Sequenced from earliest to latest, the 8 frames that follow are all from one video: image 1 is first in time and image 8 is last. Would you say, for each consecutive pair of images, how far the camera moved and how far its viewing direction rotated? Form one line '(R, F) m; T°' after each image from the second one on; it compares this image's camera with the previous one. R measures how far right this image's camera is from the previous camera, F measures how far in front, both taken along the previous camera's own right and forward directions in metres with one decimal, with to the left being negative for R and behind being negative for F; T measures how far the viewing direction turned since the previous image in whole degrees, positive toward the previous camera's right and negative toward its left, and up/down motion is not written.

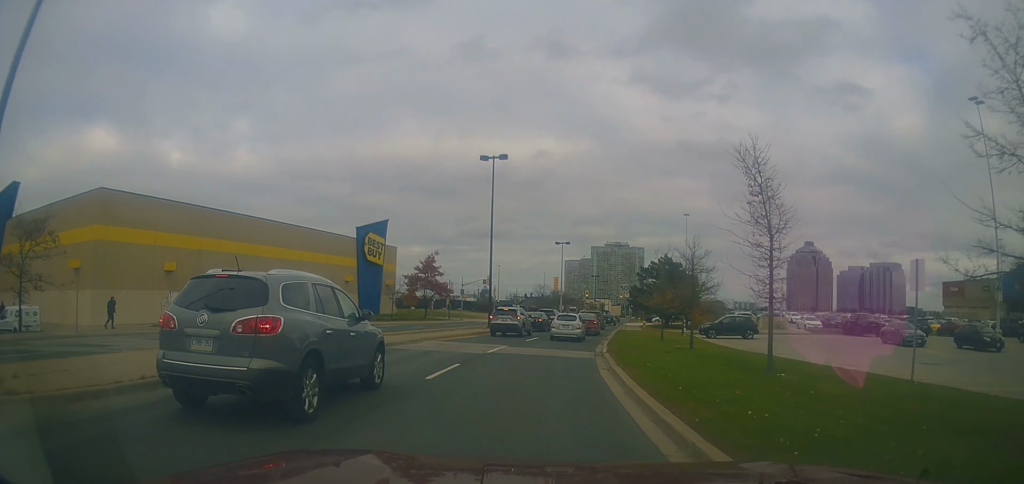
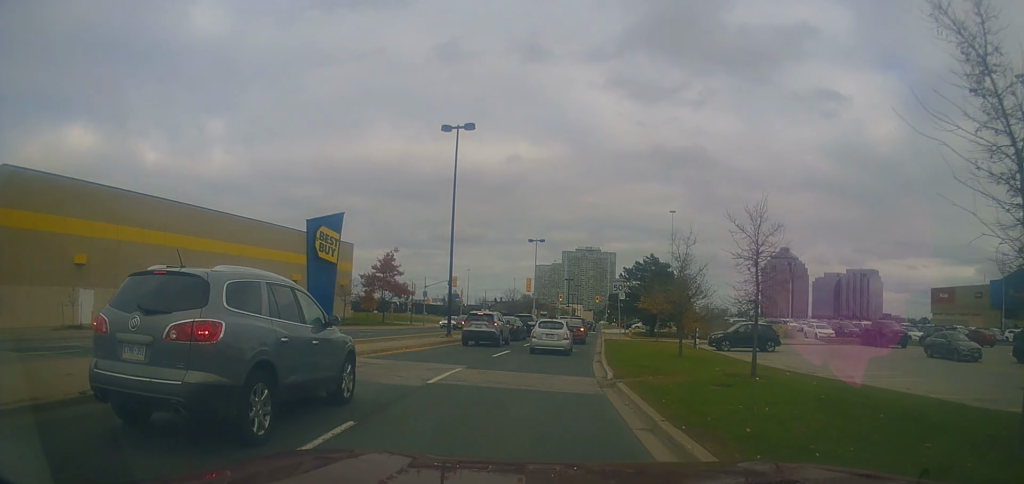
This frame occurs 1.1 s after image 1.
(+0.1, +8.1) m; +2°
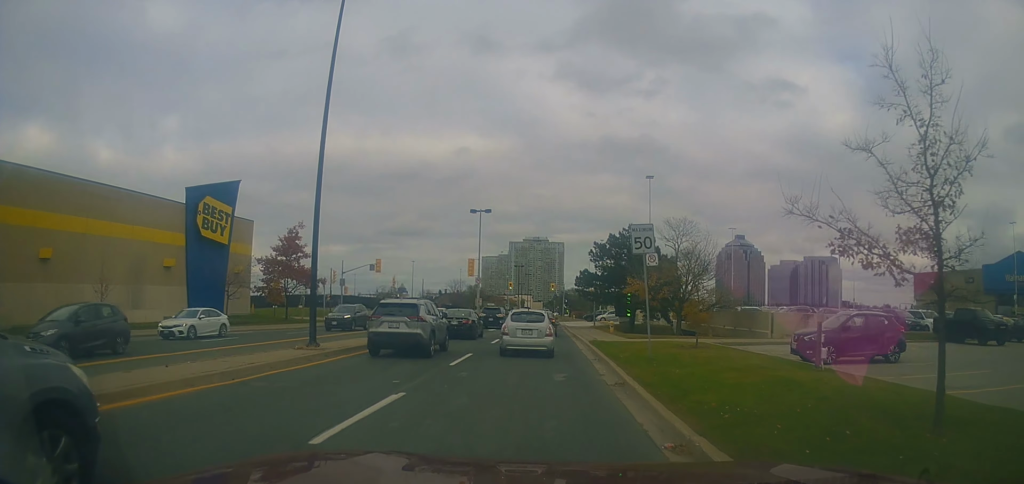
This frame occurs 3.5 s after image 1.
(+1.8, +15.7) m; +11°
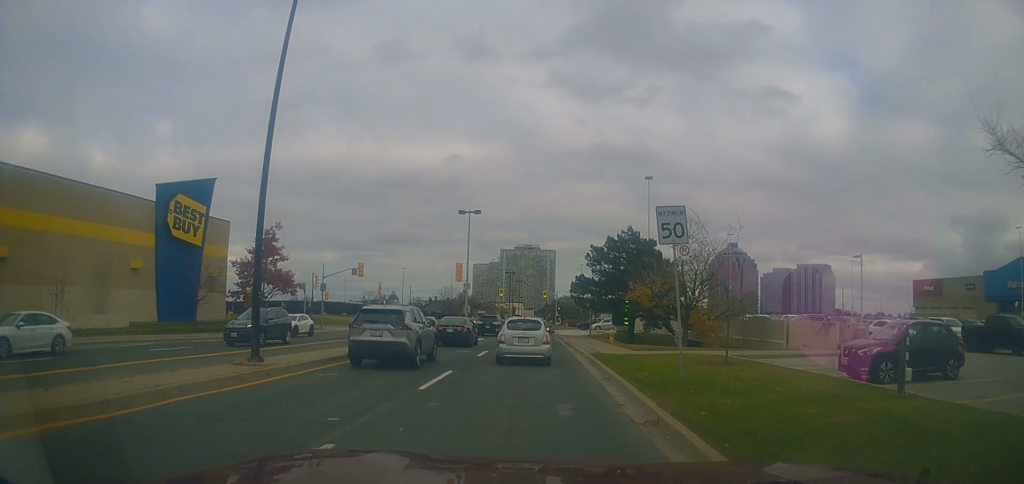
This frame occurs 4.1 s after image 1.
(0.0, +3.6) m; -2°
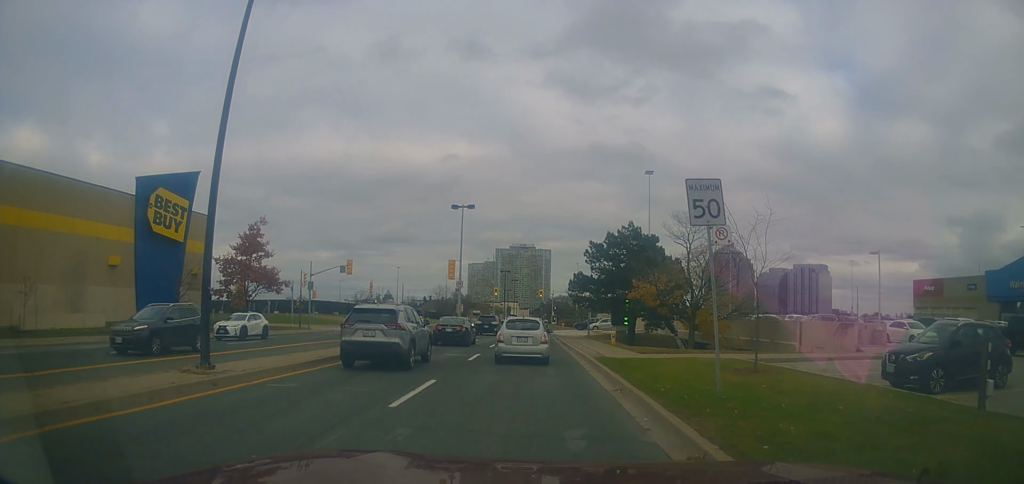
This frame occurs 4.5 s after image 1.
(-0.2, +2.3) m; -2°
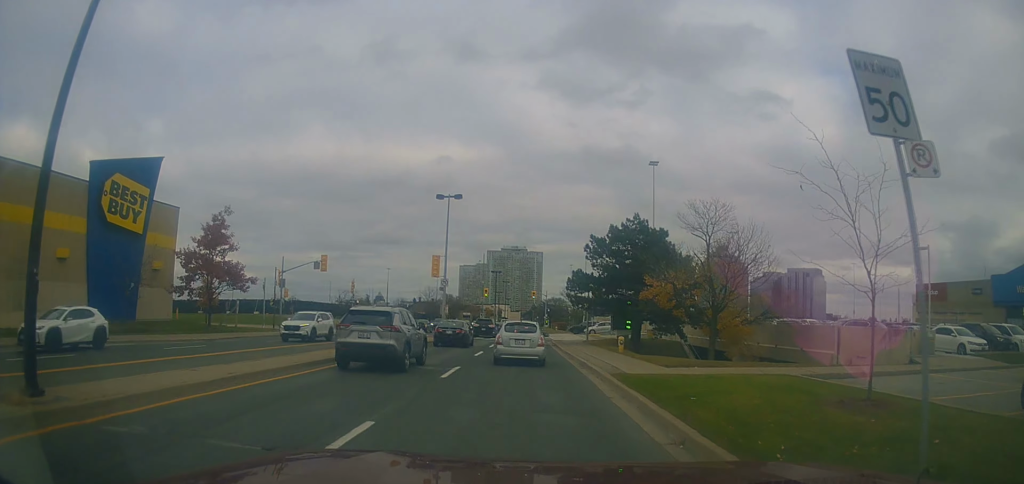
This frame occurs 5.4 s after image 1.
(-0.2, +5.0) m; 0°
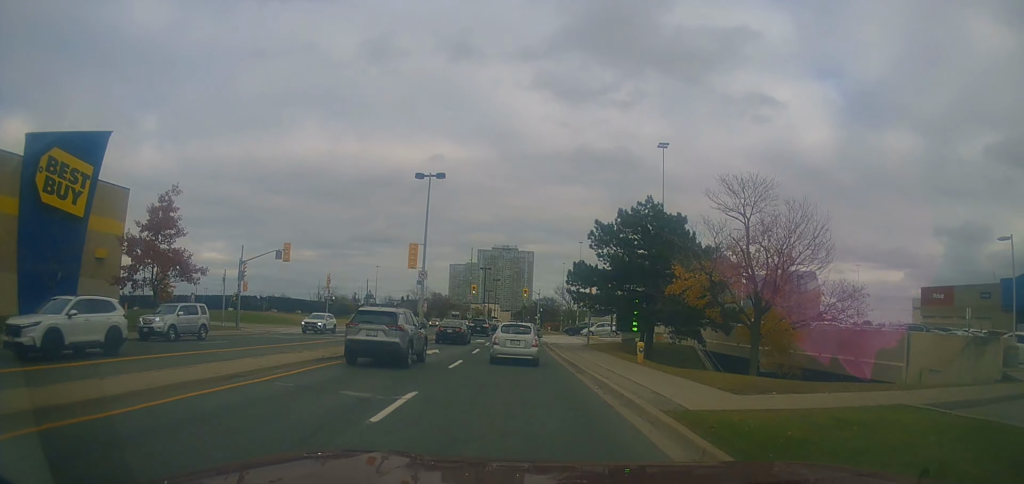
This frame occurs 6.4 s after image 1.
(+0.3, +5.9) m; +5°
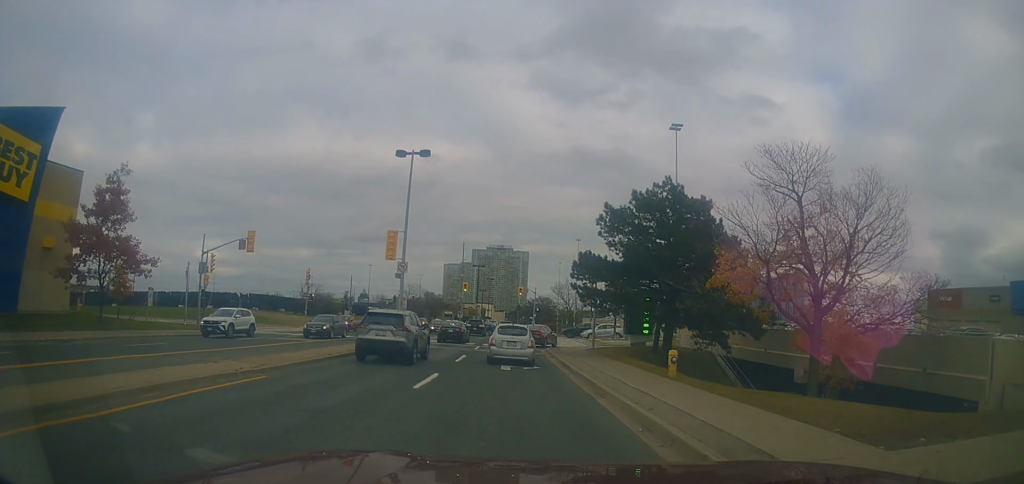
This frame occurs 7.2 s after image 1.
(+0.2, +4.8) m; +1°
